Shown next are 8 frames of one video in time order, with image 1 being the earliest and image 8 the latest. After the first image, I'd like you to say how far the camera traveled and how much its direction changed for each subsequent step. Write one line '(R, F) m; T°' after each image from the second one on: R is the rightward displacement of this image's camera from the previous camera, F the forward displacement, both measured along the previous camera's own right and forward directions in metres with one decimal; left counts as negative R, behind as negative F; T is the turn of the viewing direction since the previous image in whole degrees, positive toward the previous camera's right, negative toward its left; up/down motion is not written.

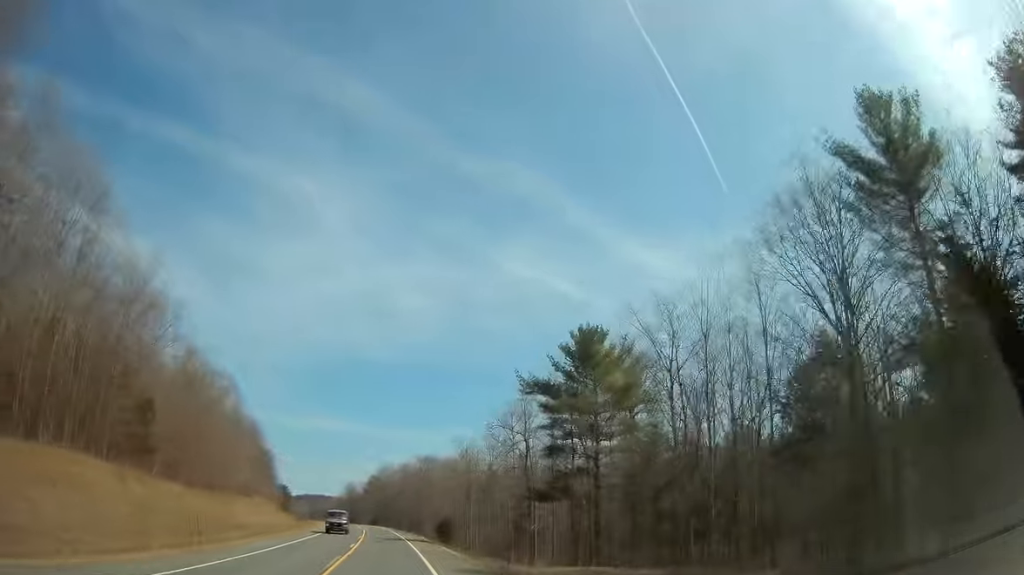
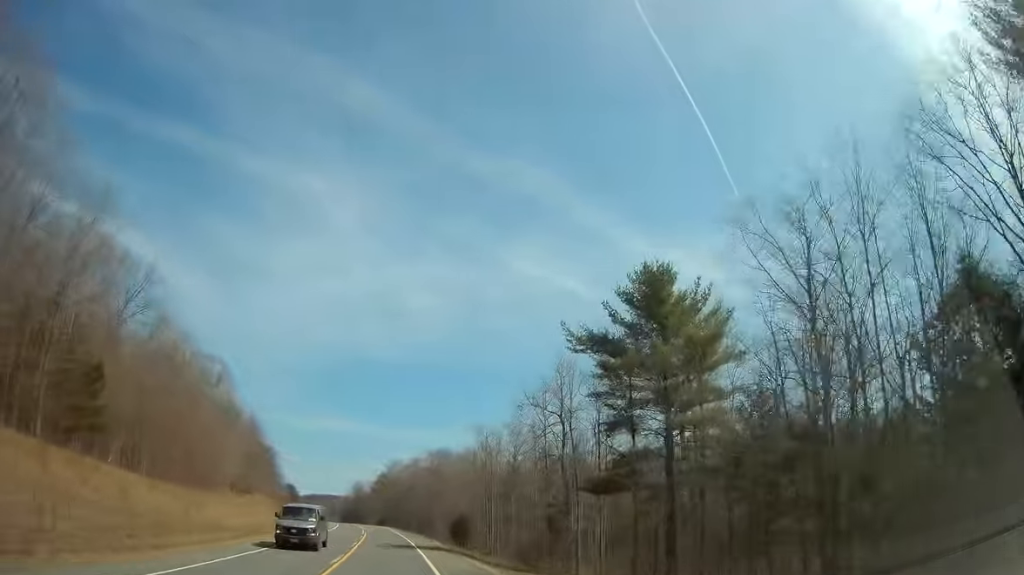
(+0.1, +12.2) m; 0°
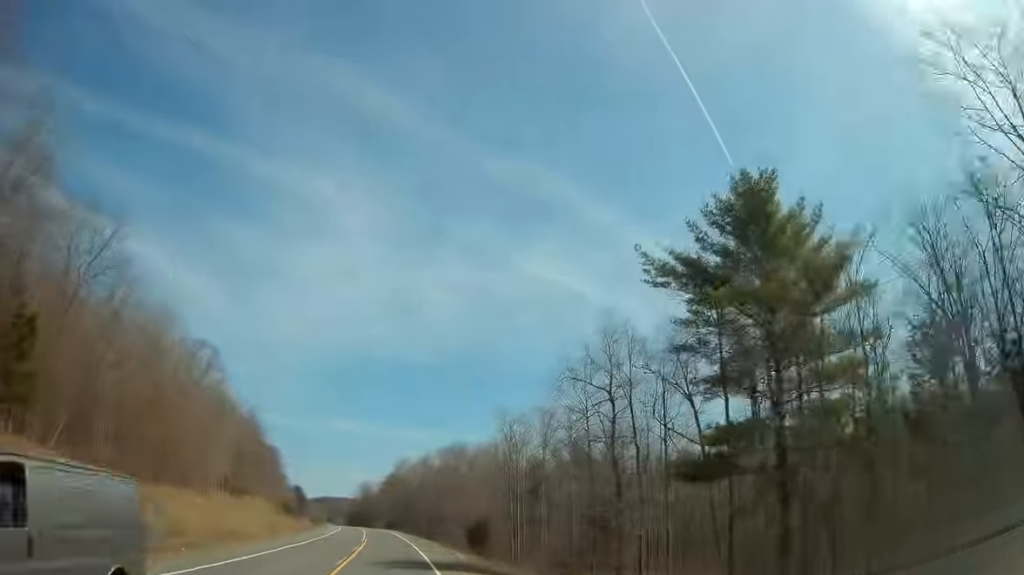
(0.0, +11.4) m; 0°
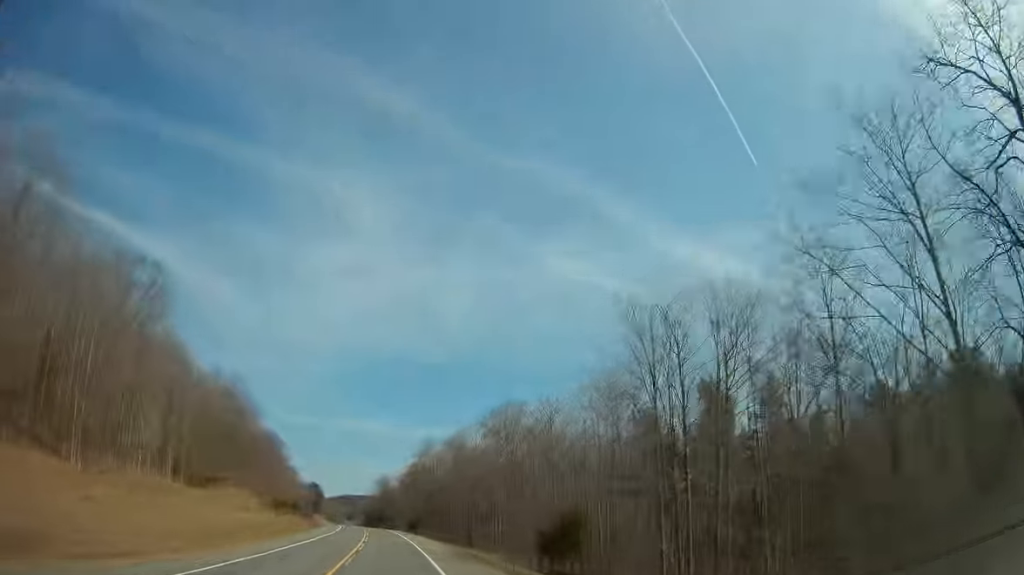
(-0.6, +35.1) m; -2°
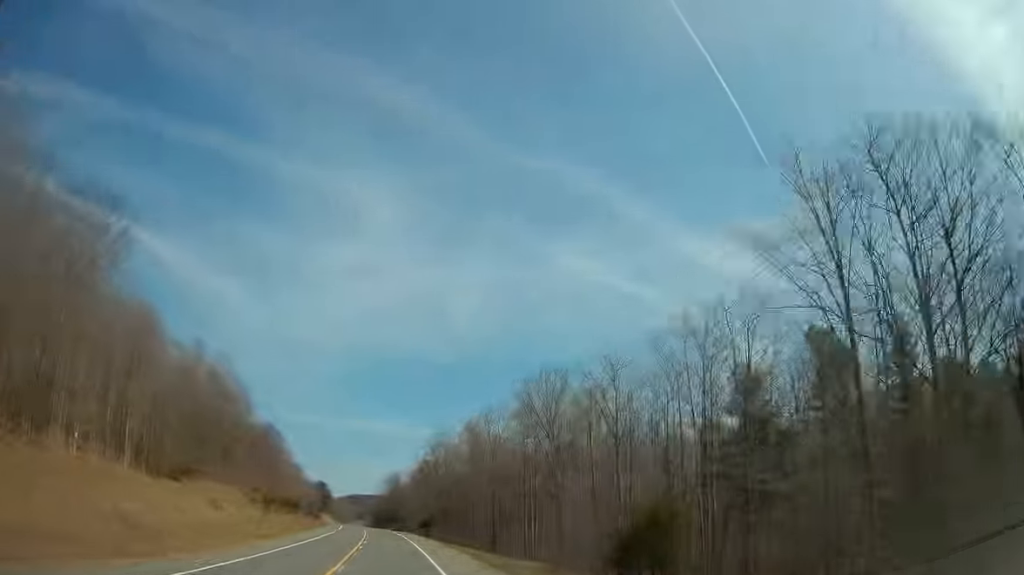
(-0.2, +15.6) m; -1°
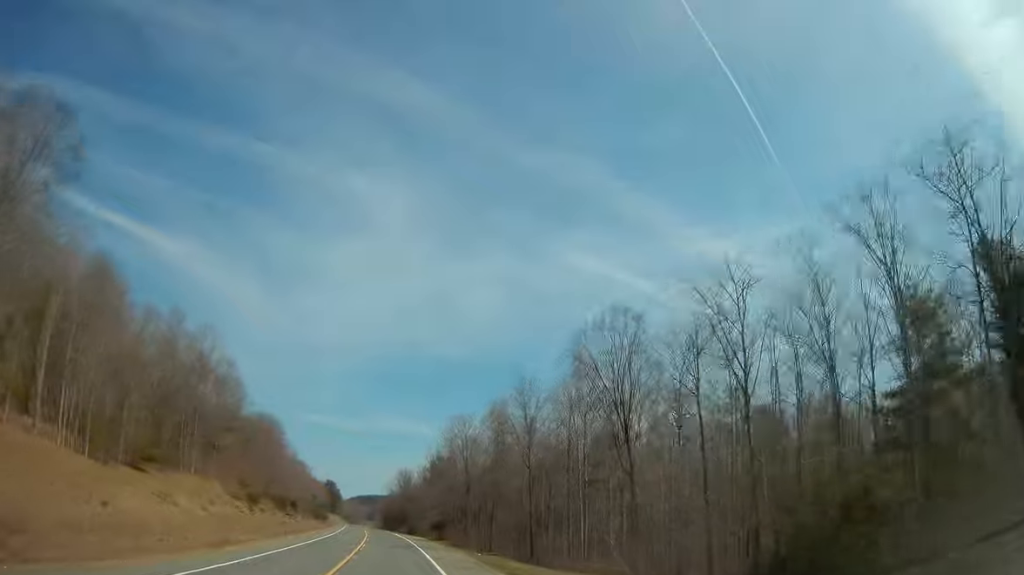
(+0.1, +15.7) m; -1°
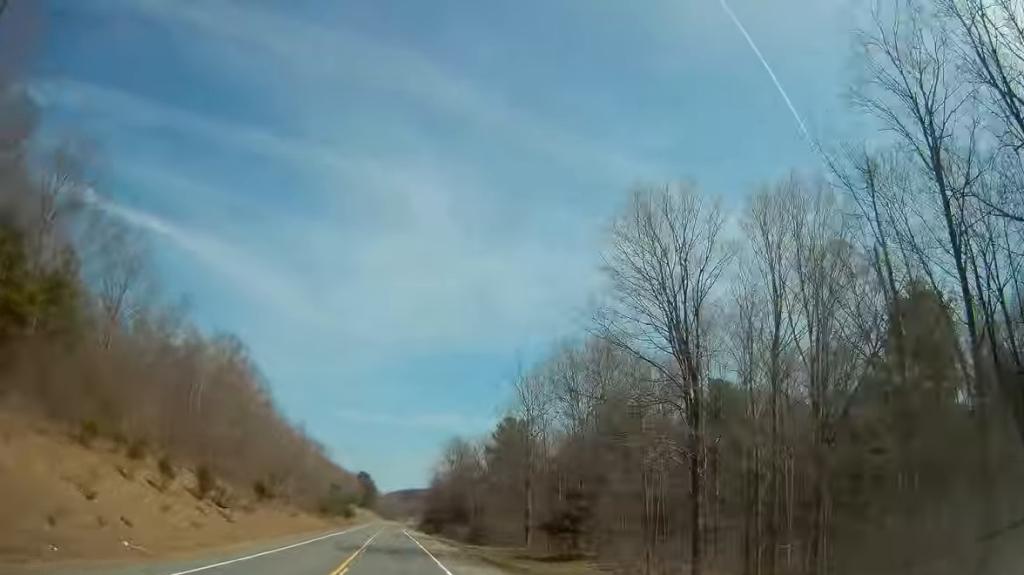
(-3.0, +70.6) m; -4°
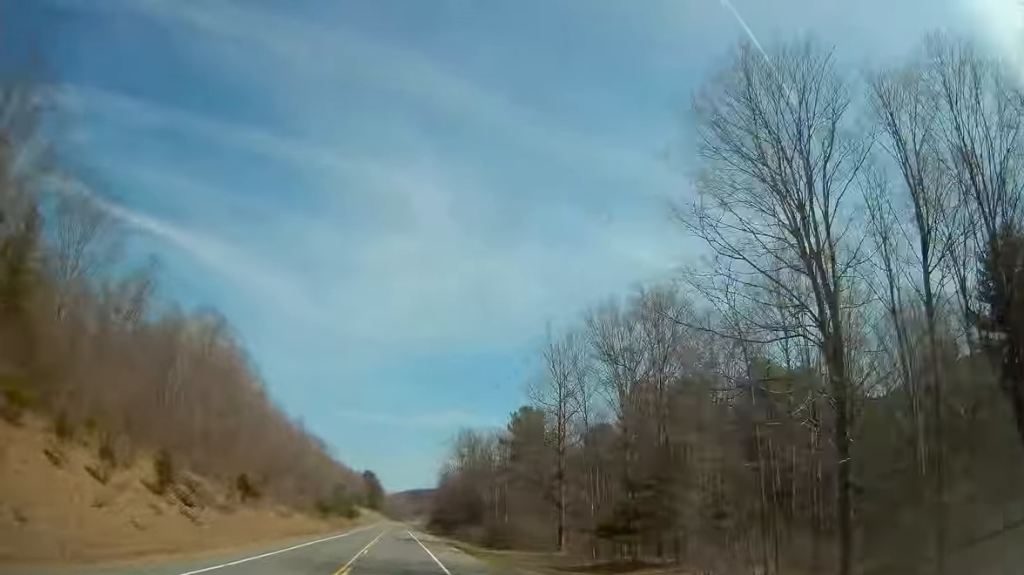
(-0.1, +11.7) m; 0°
